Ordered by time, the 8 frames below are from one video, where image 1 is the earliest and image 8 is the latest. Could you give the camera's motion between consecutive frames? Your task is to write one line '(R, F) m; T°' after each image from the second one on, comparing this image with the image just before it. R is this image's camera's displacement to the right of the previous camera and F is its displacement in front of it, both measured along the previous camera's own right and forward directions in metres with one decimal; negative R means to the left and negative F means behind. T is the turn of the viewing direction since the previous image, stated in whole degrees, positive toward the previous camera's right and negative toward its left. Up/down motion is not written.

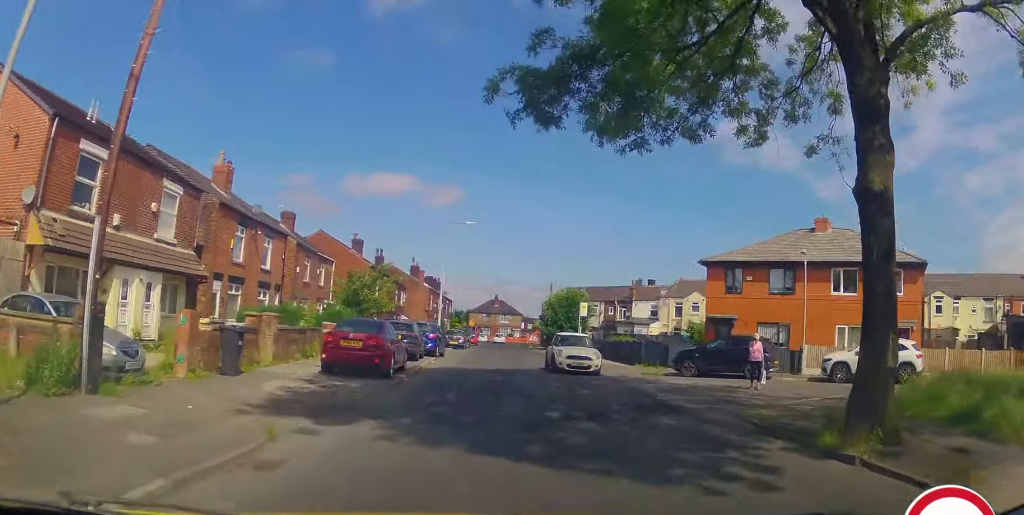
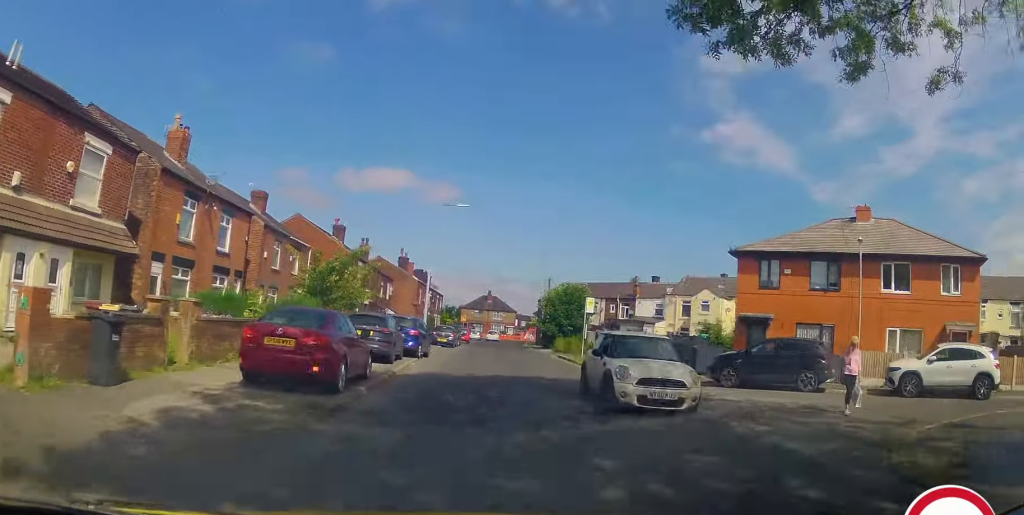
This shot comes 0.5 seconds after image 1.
(+0.1, +4.7) m; 0°
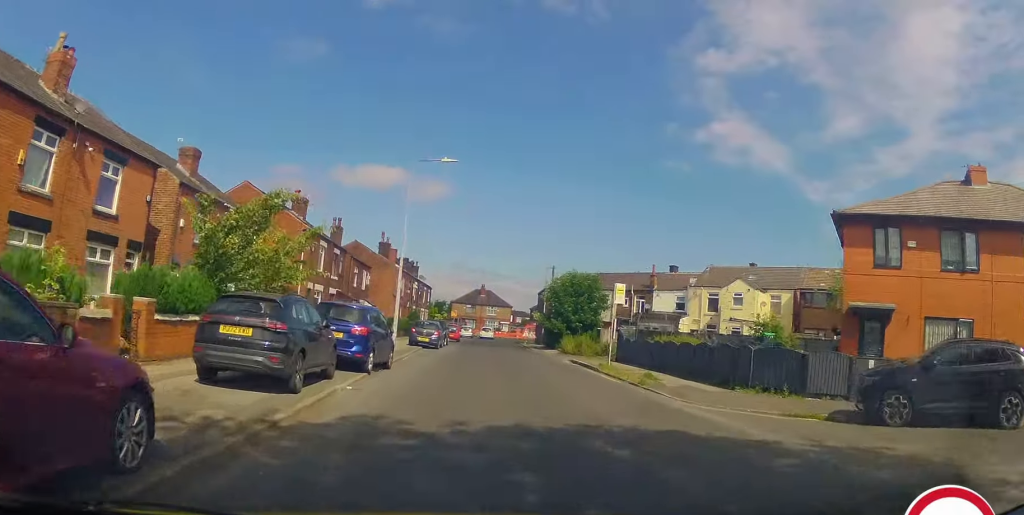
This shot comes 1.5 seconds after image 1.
(-0.3, +8.9) m; -2°
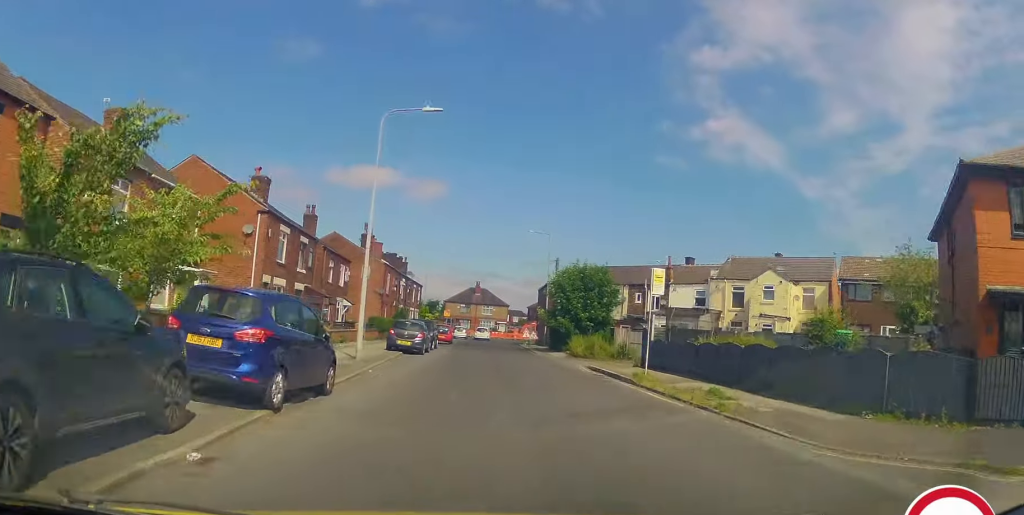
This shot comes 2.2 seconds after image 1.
(0.0, +6.3) m; +3°
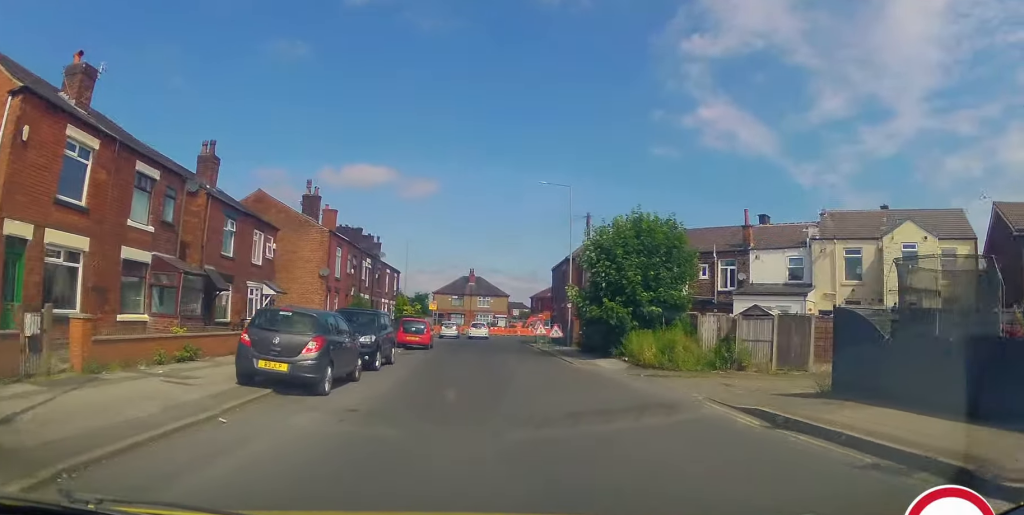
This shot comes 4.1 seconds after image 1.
(+0.5, +16.9) m; +2°
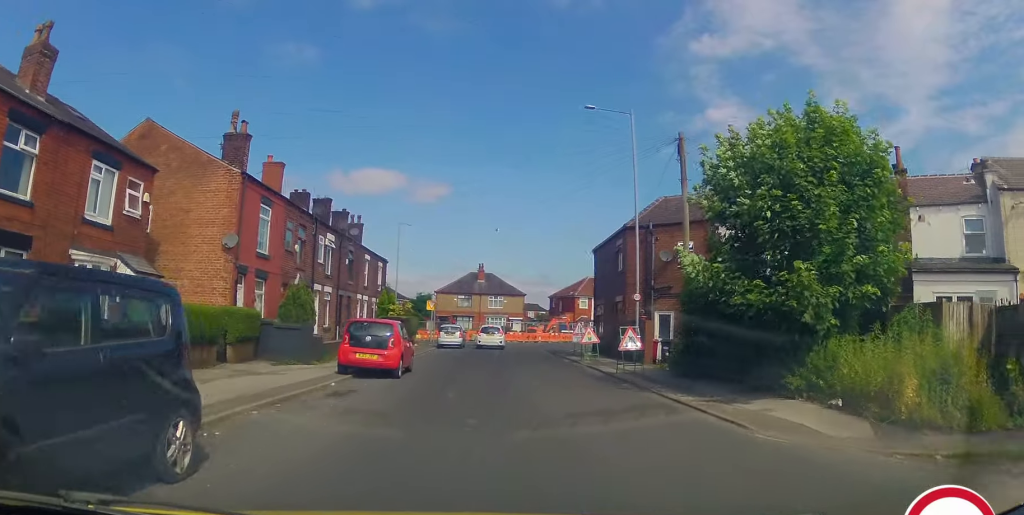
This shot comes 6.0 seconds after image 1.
(0.0, +14.2) m; -2°
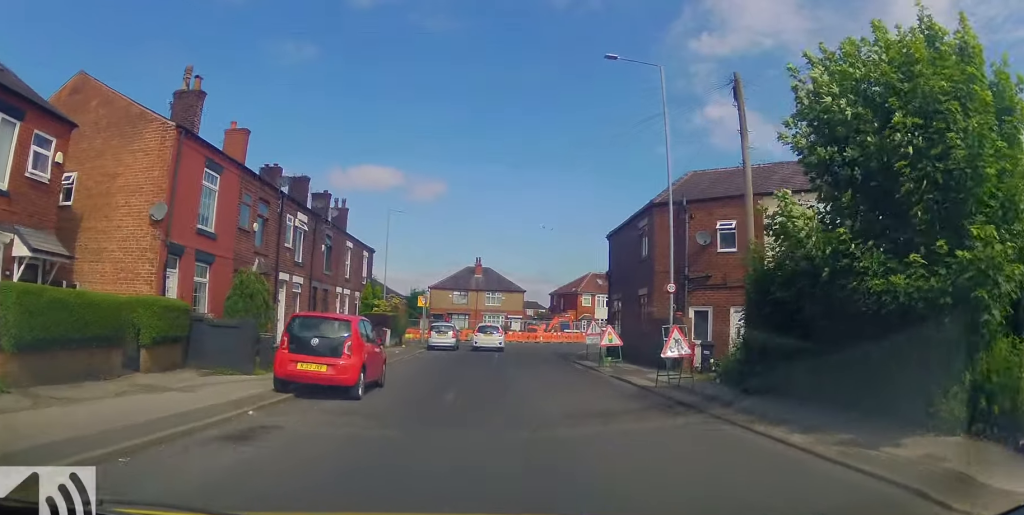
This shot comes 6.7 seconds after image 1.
(-0.1, +4.7) m; 0°
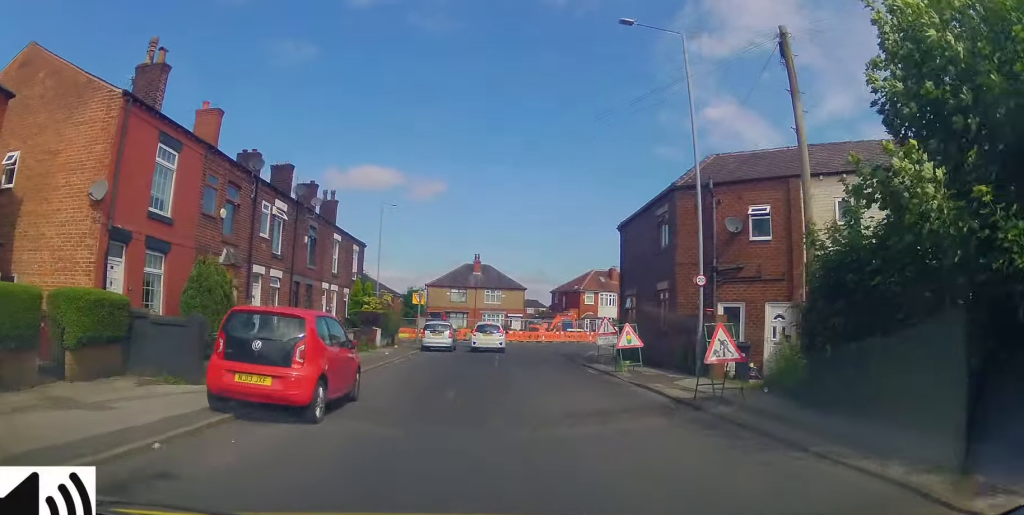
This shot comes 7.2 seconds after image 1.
(-0.1, +2.8) m; +1°
